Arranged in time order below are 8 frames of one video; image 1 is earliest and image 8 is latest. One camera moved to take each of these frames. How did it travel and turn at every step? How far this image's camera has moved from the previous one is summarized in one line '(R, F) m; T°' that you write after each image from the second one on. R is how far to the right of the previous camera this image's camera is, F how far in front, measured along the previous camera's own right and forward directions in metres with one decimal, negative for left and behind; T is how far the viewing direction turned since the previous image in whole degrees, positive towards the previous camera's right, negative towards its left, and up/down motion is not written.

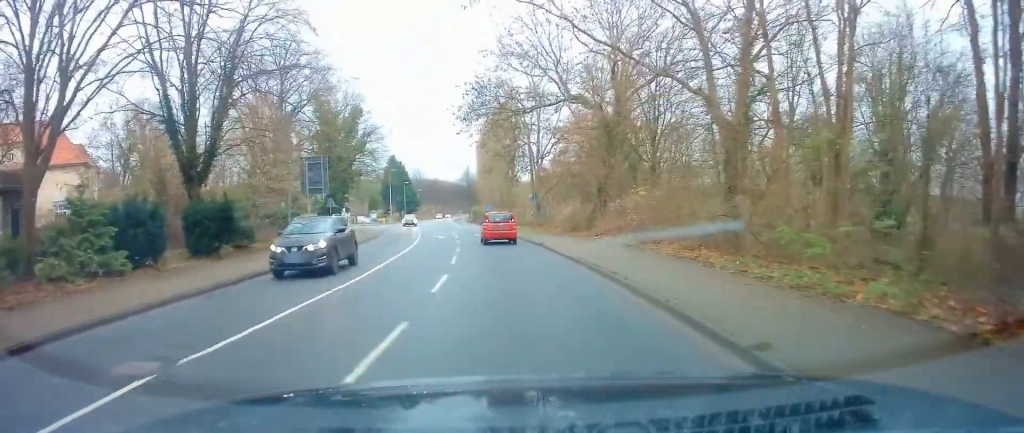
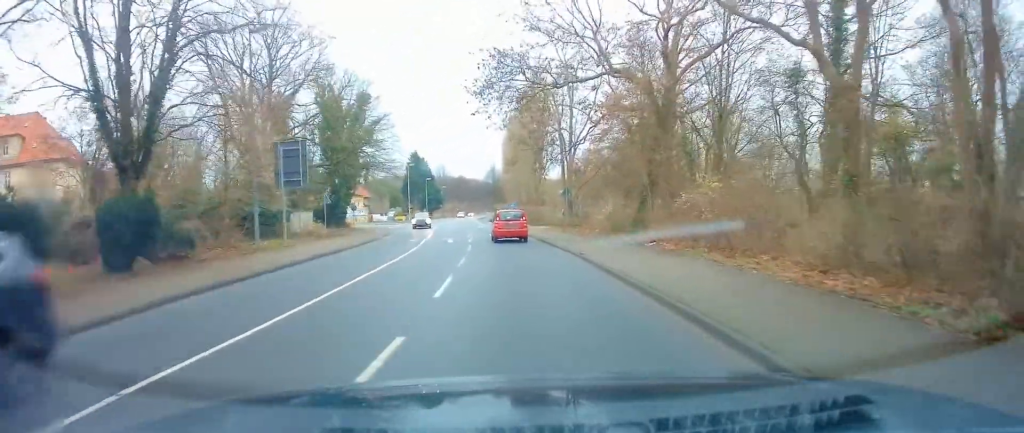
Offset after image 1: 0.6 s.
(0.0, +7.1) m; -3°
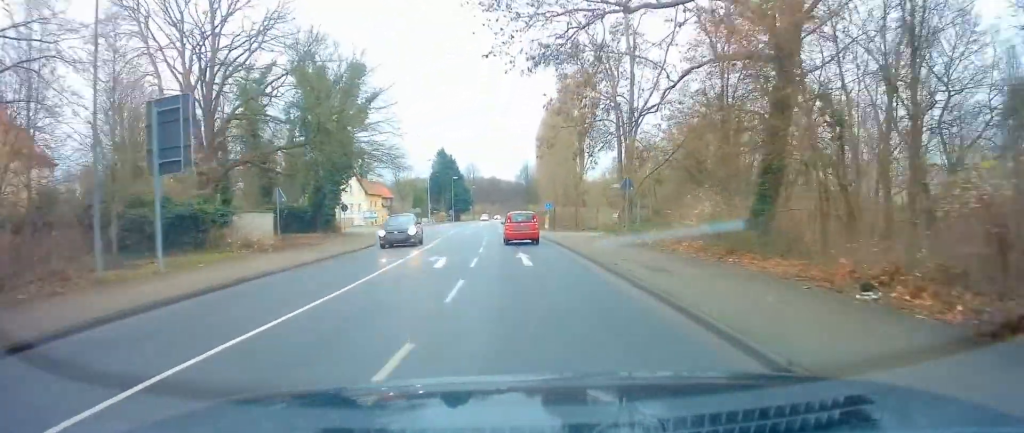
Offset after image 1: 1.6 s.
(-0.6, +12.3) m; -4°
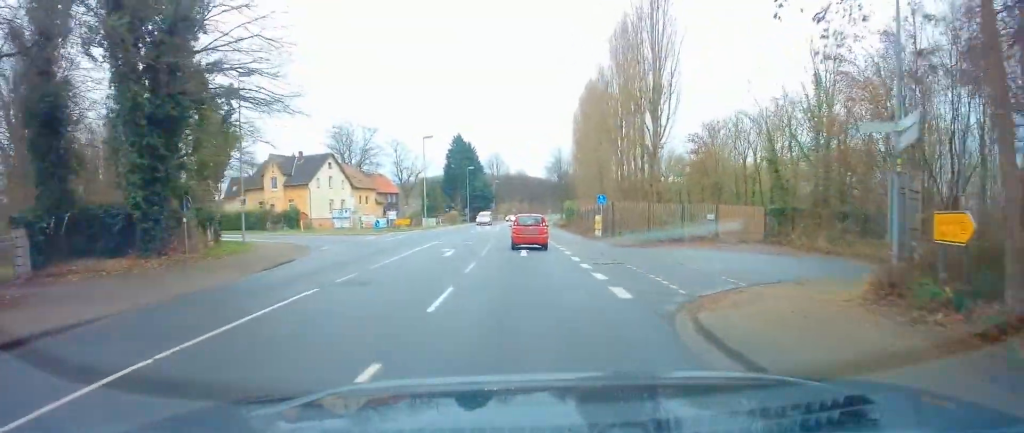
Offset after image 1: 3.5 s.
(-0.8, +23.8) m; -6°
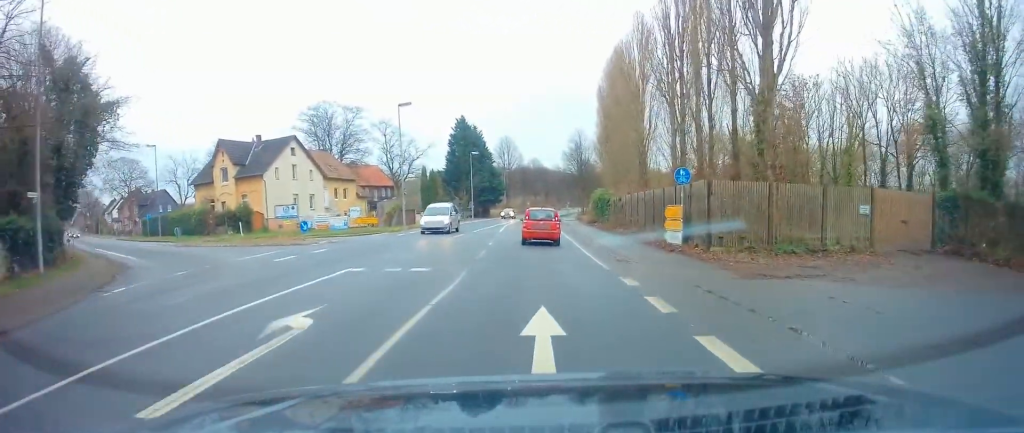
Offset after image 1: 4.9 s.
(-0.8, +16.4) m; -2°
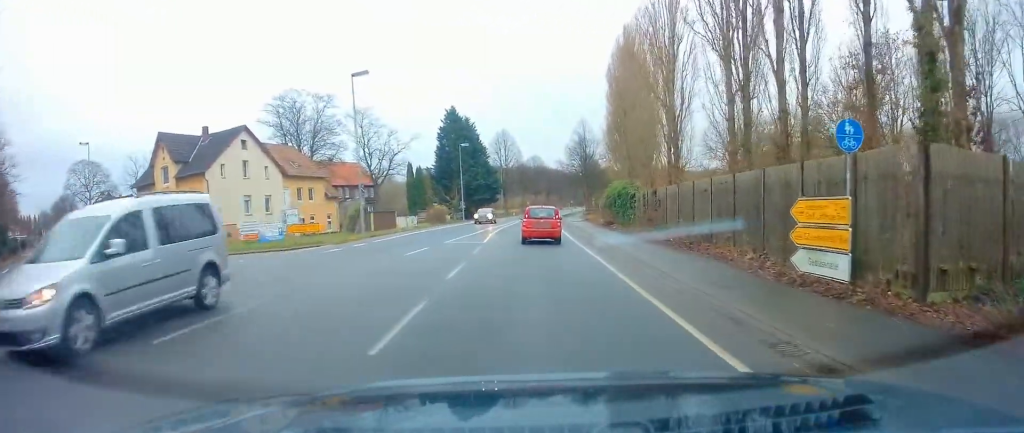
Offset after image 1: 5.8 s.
(+0.1, +11.3) m; 0°
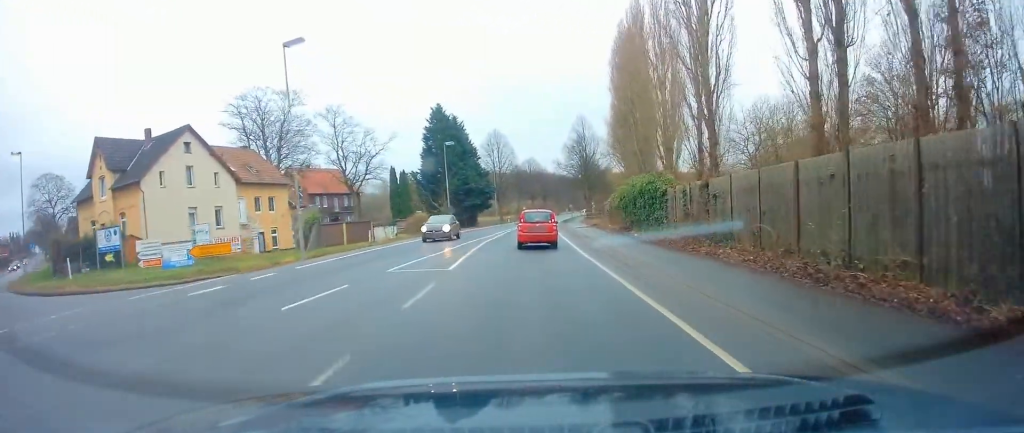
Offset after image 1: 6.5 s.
(0.0, +9.0) m; 0°
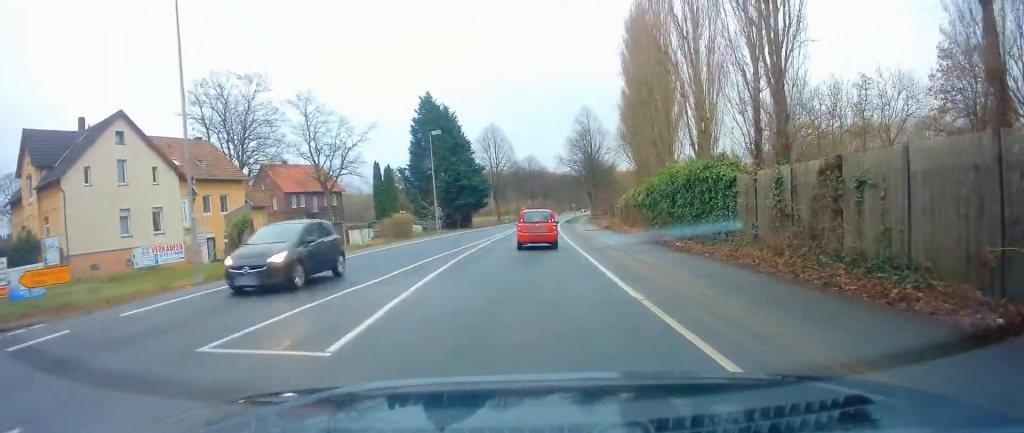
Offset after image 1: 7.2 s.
(0.0, +8.7) m; 0°
